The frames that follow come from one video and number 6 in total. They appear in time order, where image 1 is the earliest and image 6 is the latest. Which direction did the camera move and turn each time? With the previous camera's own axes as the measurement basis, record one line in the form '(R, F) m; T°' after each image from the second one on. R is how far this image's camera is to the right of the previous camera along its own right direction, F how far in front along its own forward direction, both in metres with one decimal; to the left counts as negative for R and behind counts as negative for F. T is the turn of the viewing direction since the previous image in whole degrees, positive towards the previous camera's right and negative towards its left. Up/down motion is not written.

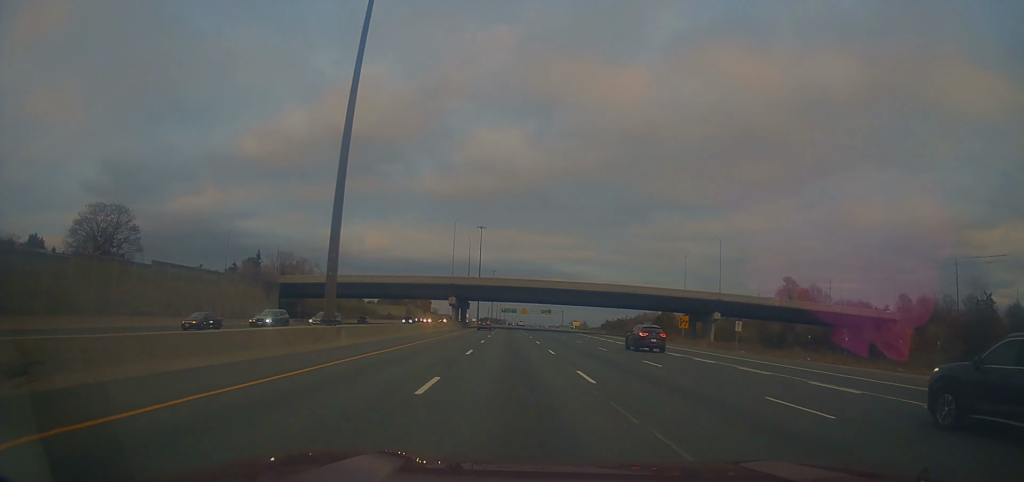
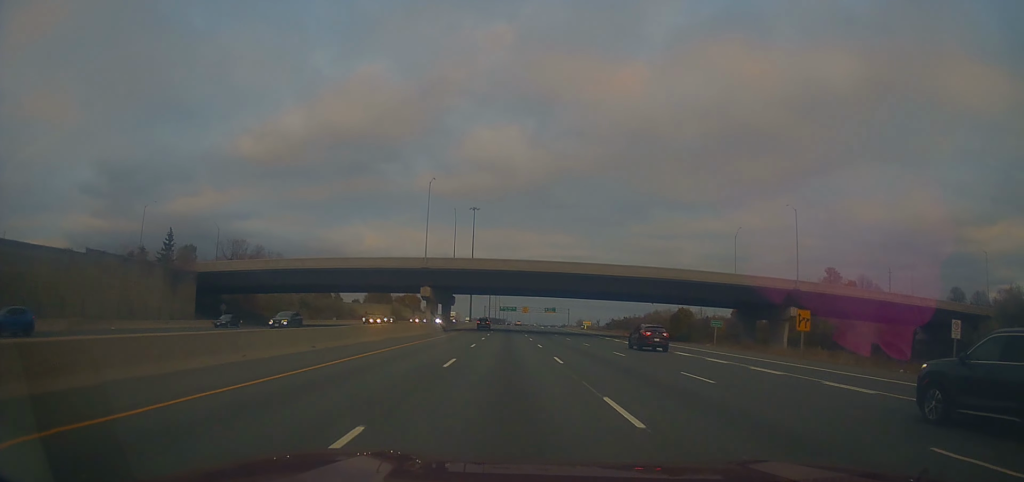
(+0.4, +30.6) m; +1°
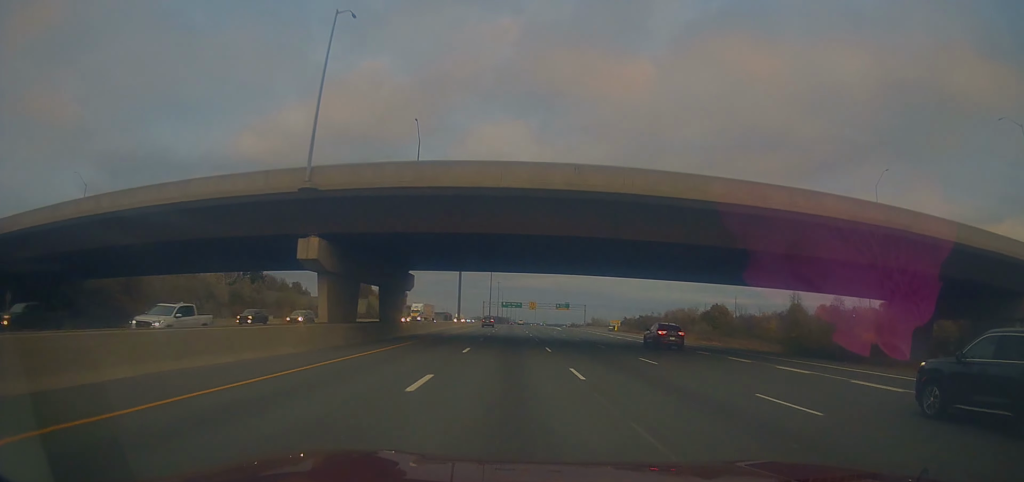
(-0.2, +42.4) m; 0°
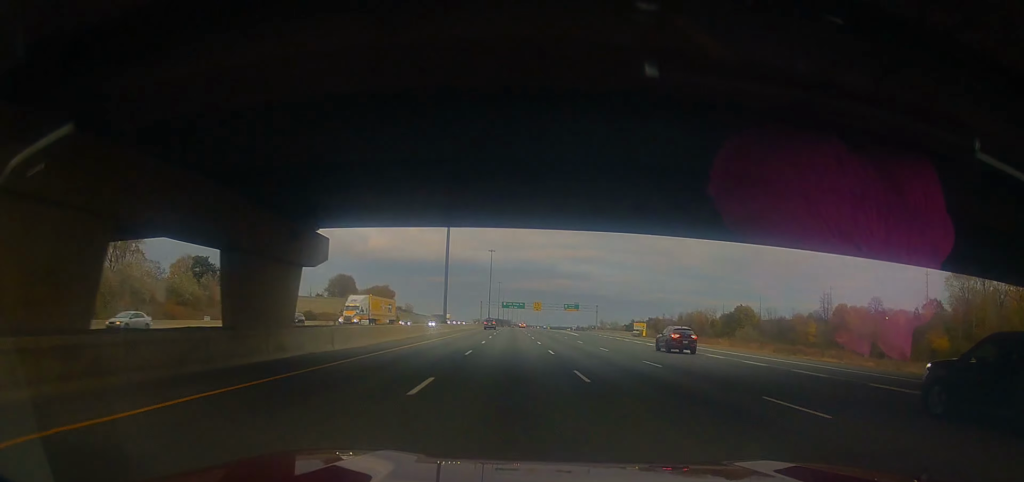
(+0.4, +24.6) m; +1°
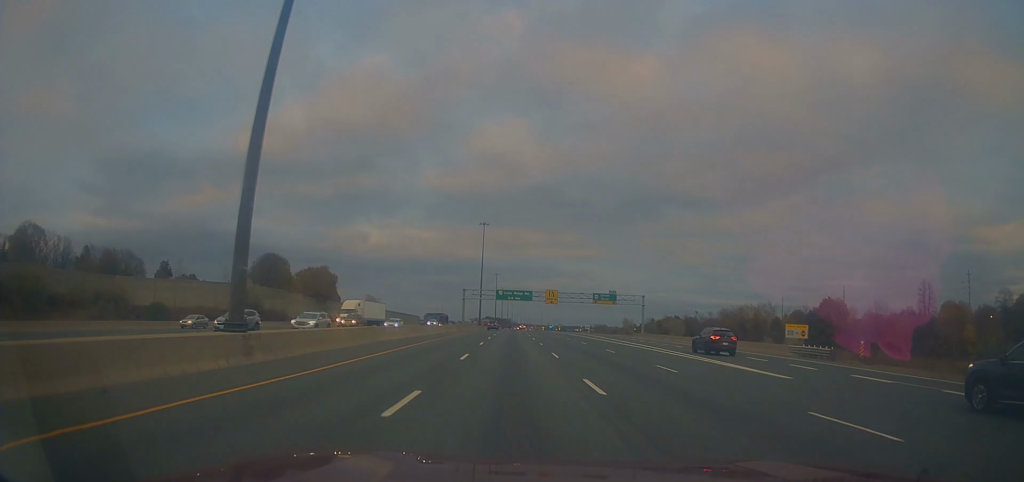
(-0.8, +62.9) m; -2°
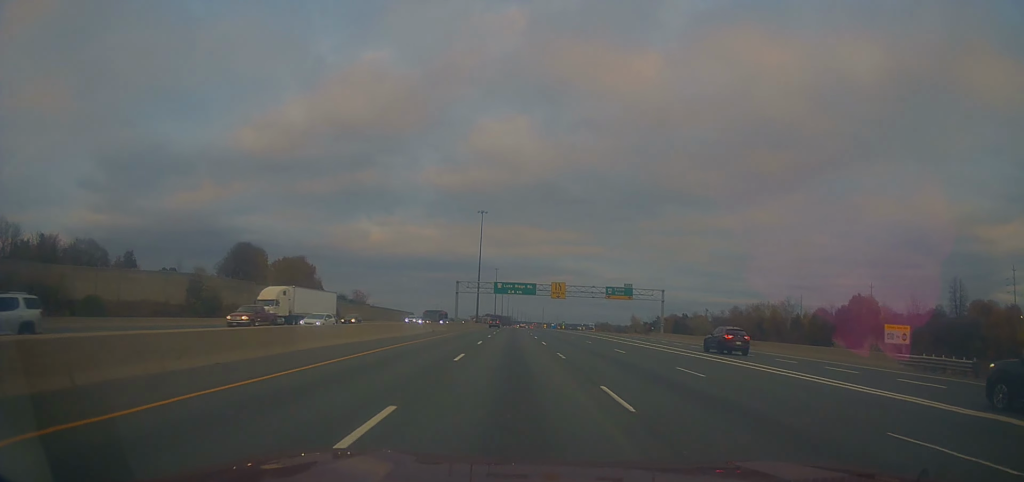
(0.0, +14.8) m; 0°
